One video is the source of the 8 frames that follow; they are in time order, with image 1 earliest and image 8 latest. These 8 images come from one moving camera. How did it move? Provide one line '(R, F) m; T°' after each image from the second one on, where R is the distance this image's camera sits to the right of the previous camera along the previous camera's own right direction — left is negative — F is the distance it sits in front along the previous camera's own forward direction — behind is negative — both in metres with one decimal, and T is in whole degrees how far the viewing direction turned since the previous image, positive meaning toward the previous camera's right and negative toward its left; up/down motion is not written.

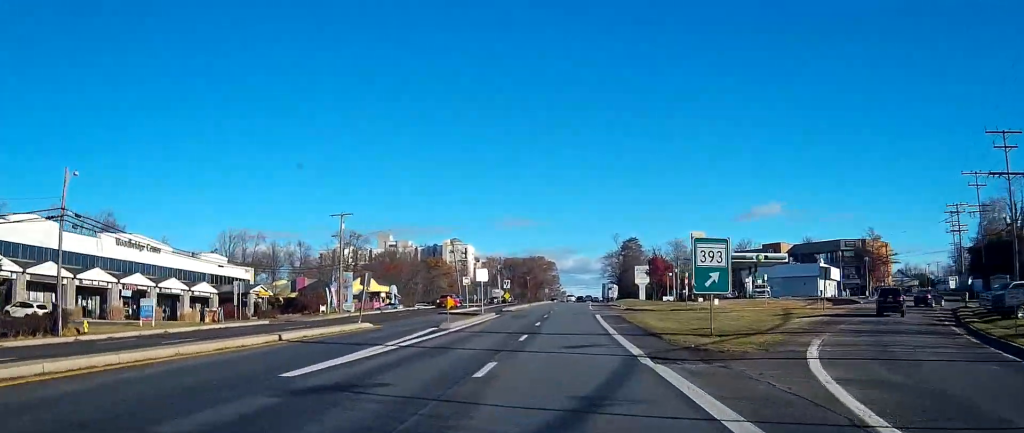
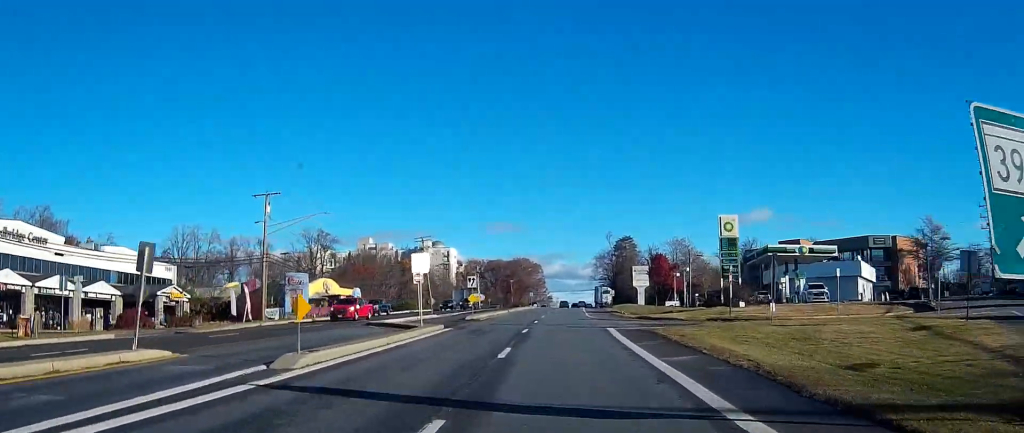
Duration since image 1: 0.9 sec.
(+0.2, +20.9) m; +1°
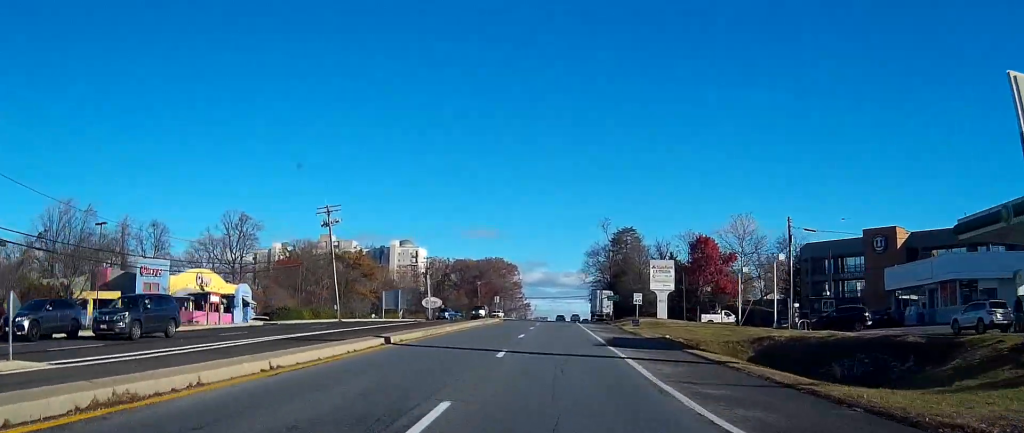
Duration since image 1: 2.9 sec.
(+0.8, +47.8) m; +2°
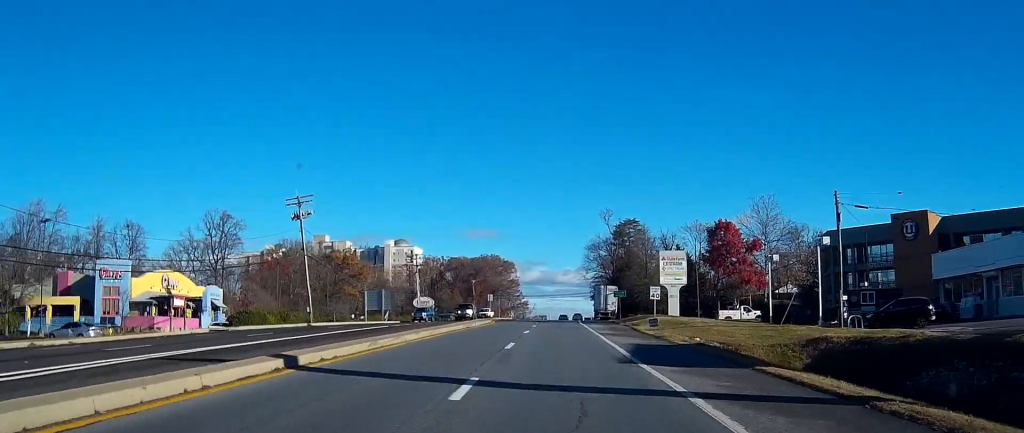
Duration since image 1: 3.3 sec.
(0.0, +9.5) m; 0°
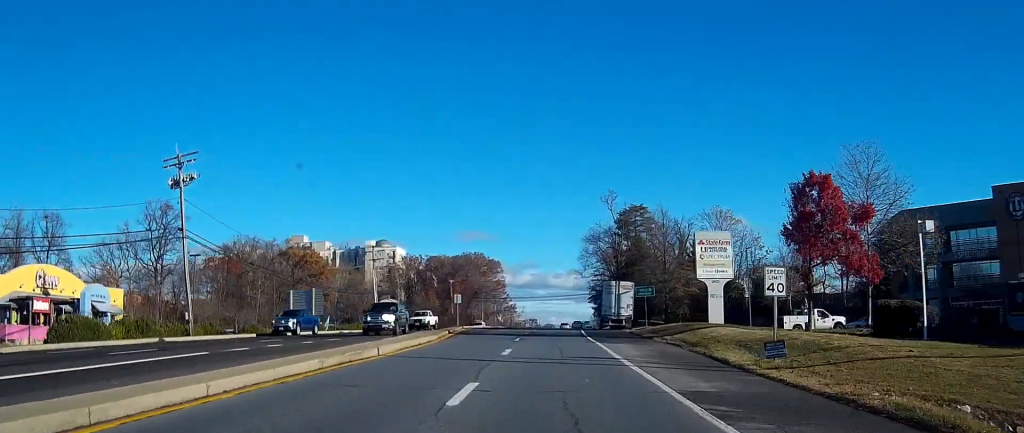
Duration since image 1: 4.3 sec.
(0.0, +25.2) m; +1°
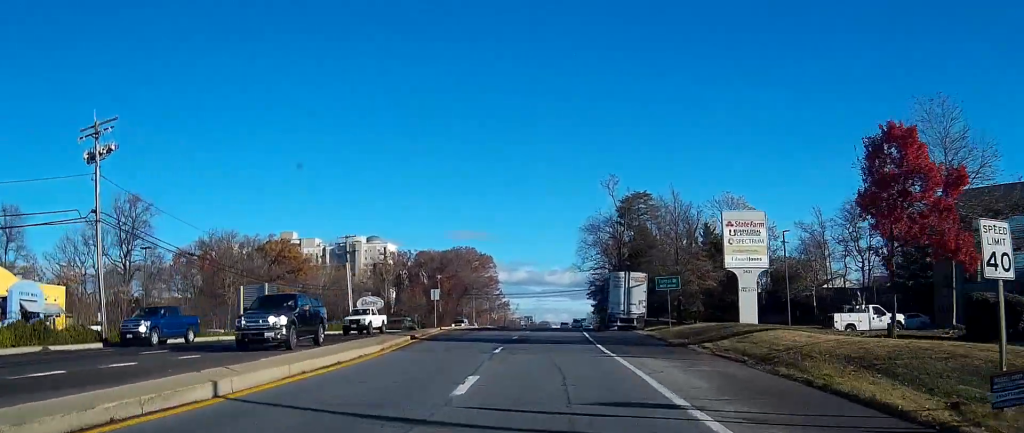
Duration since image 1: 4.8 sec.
(+0.1, +11.0) m; 0°
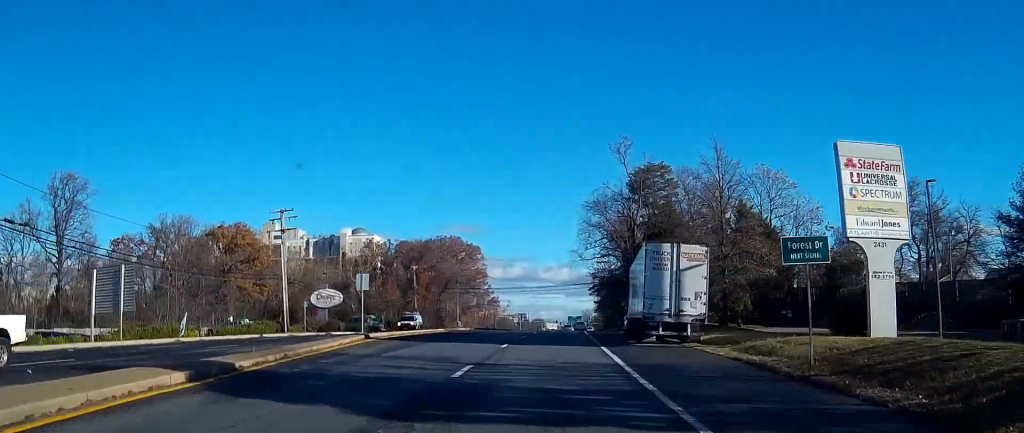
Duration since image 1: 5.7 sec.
(+0.2, +21.1) m; +1°
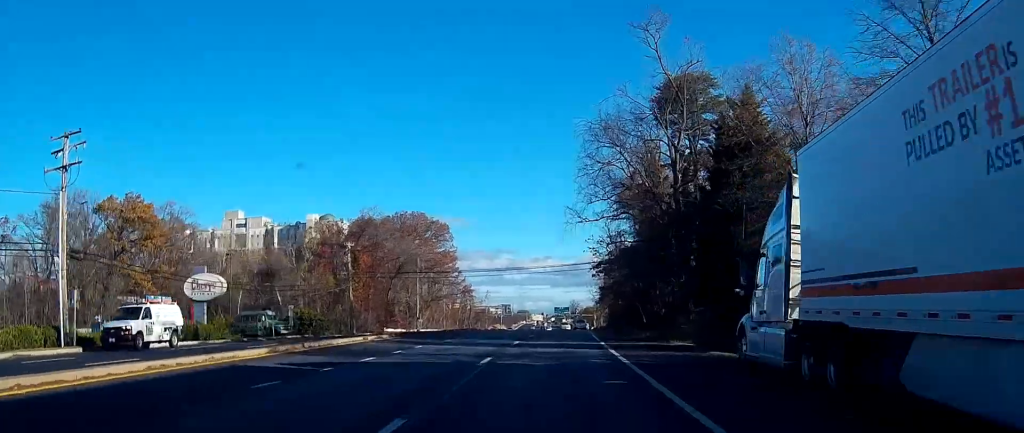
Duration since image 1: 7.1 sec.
(+0.2, +33.4) m; +1°
